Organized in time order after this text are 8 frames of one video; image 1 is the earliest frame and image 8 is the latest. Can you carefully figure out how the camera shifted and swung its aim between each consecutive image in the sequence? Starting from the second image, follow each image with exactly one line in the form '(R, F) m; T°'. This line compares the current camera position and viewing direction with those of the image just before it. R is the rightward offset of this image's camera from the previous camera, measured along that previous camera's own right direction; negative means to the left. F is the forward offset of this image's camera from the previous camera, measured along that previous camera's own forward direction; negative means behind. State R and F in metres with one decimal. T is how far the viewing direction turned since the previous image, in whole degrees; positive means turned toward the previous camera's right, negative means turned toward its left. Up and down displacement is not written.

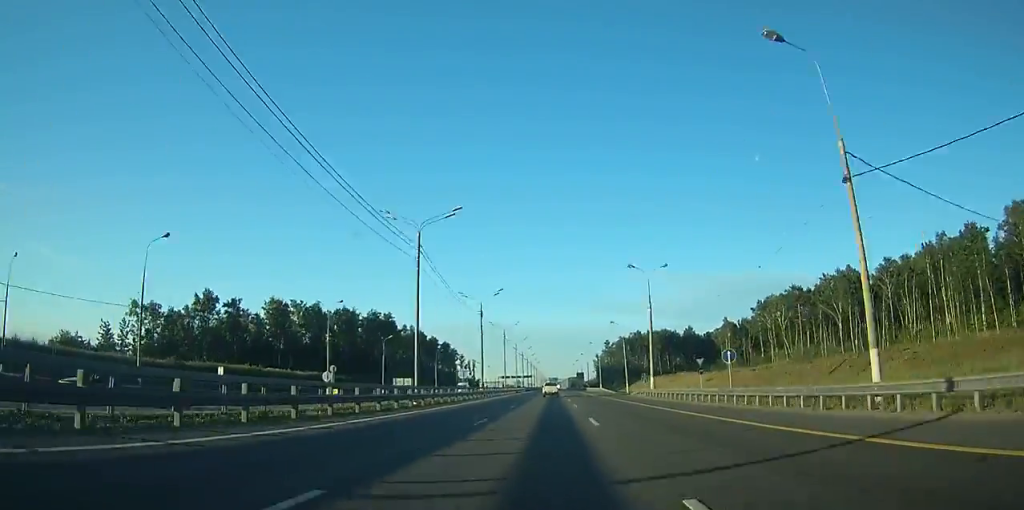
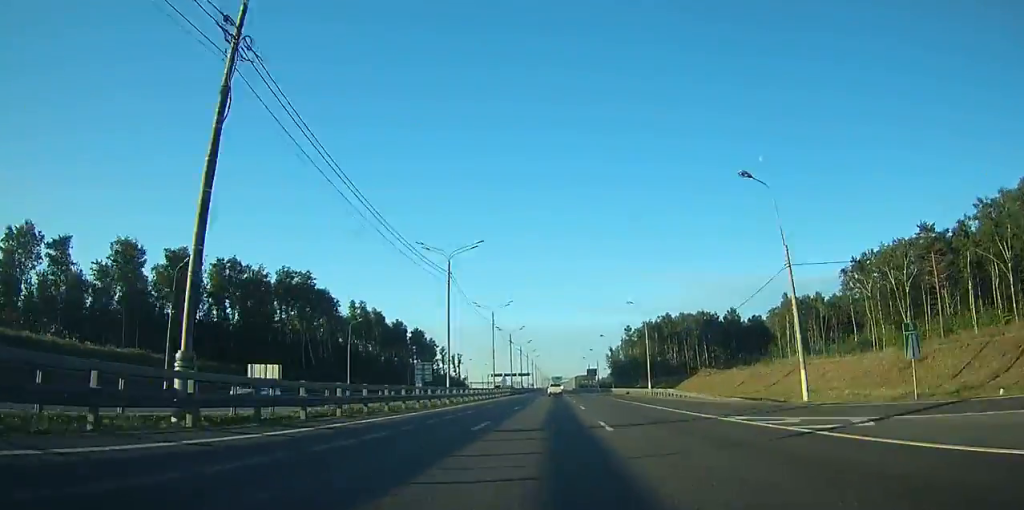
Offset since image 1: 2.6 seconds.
(+0.1, +72.7) m; 0°
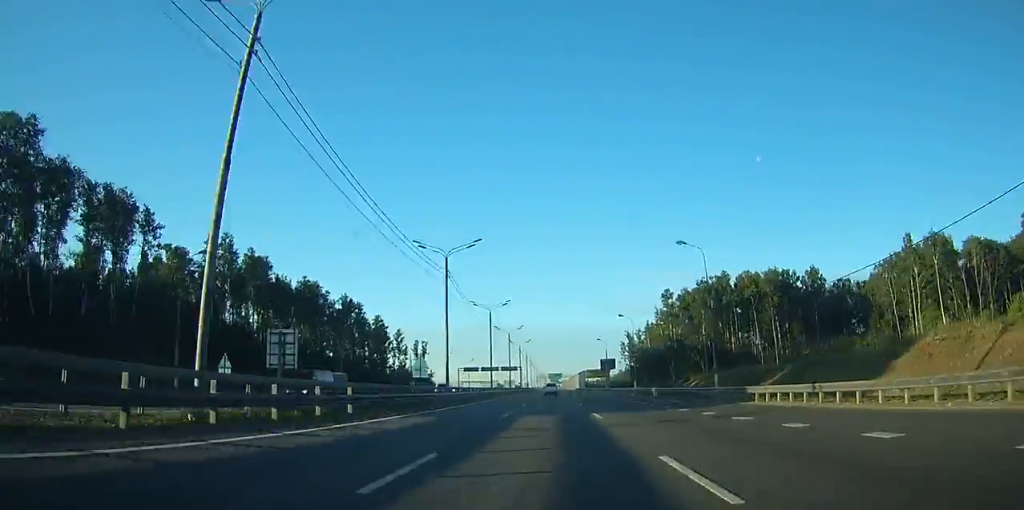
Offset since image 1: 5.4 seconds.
(0.0, +78.5) m; 0°
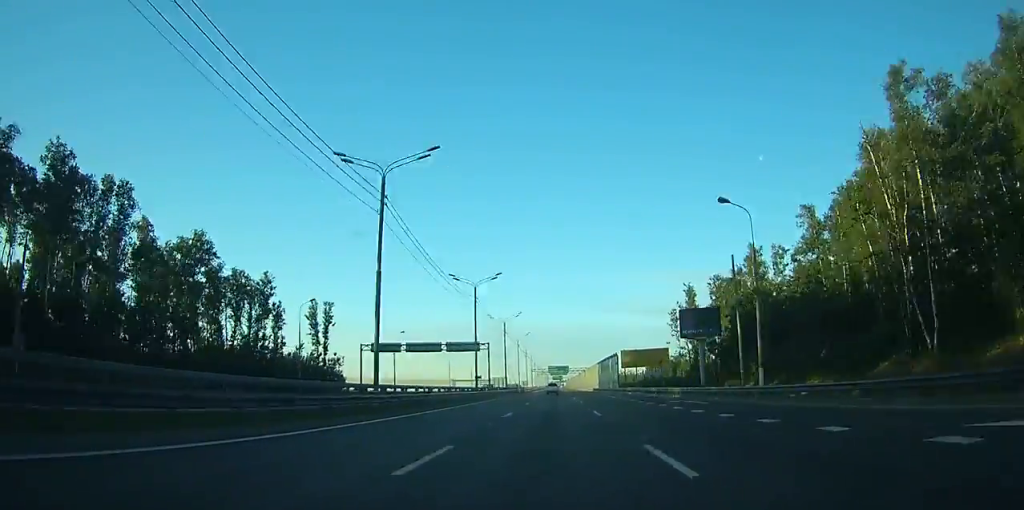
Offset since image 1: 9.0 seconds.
(-0.2, +99.1) m; 0°
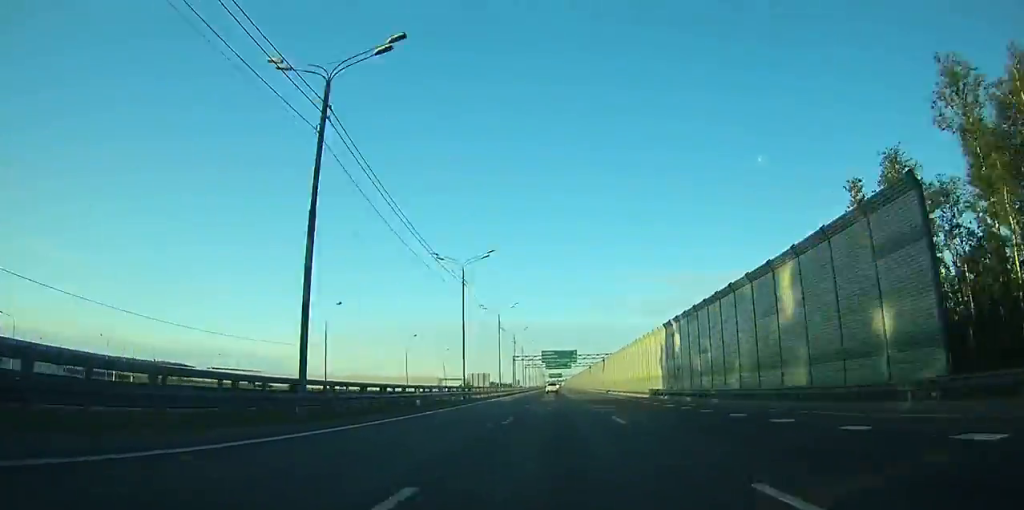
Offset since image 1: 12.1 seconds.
(0.0, +86.2) m; 0°
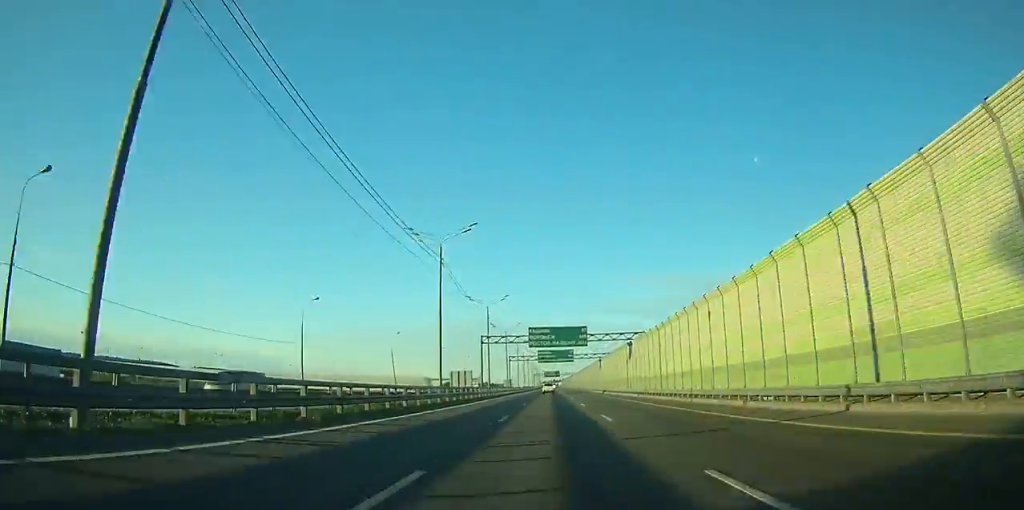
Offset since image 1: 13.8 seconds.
(+0.2, +44.8) m; 0°
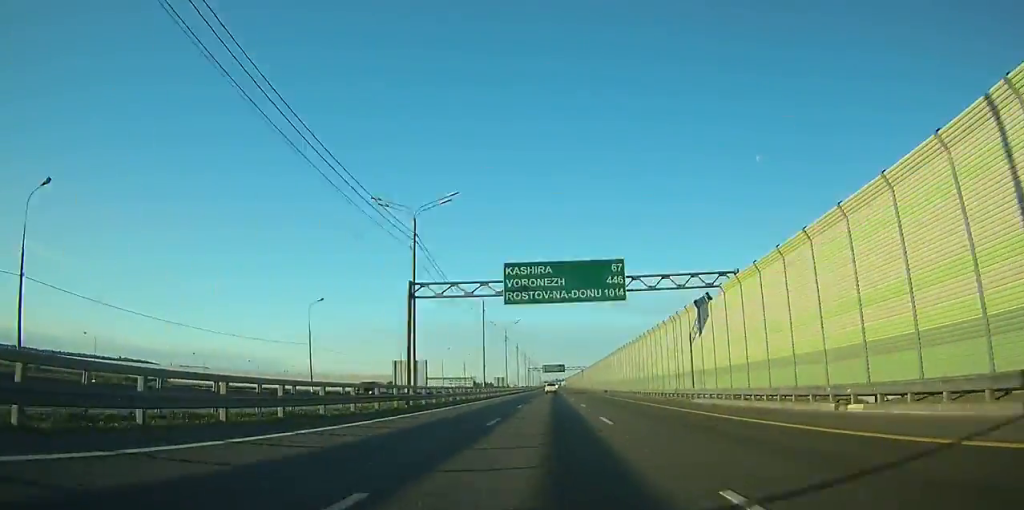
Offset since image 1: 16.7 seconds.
(-0.1, +78.4) m; 0°
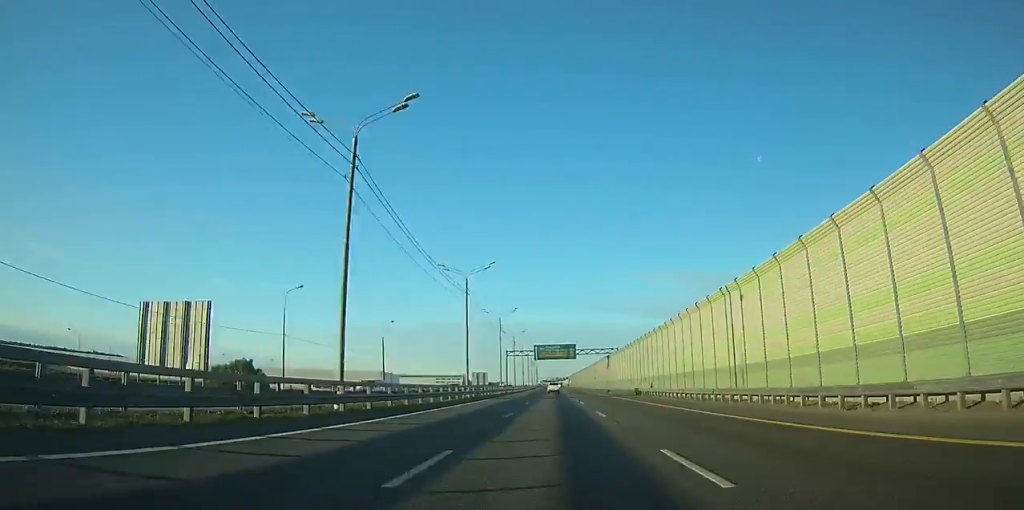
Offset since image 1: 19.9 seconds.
(-0.1, +84.5) m; 0°
